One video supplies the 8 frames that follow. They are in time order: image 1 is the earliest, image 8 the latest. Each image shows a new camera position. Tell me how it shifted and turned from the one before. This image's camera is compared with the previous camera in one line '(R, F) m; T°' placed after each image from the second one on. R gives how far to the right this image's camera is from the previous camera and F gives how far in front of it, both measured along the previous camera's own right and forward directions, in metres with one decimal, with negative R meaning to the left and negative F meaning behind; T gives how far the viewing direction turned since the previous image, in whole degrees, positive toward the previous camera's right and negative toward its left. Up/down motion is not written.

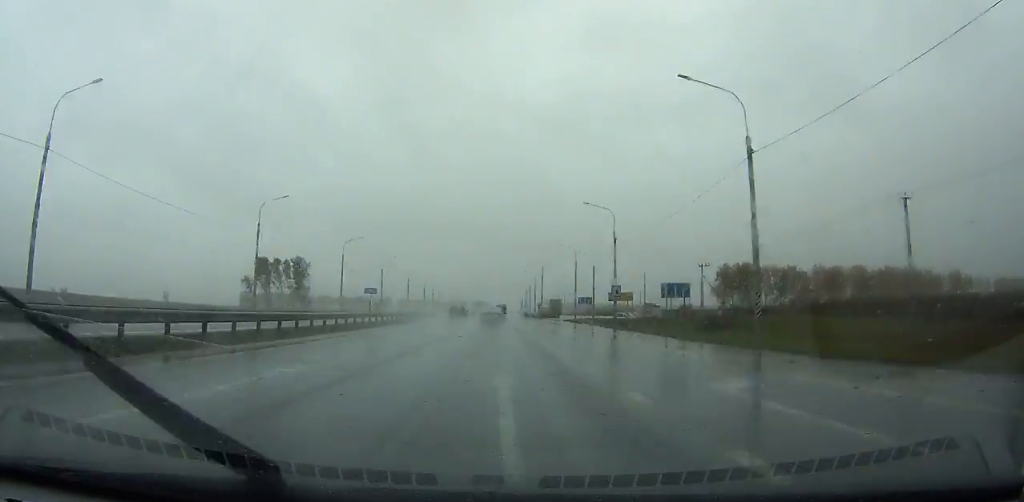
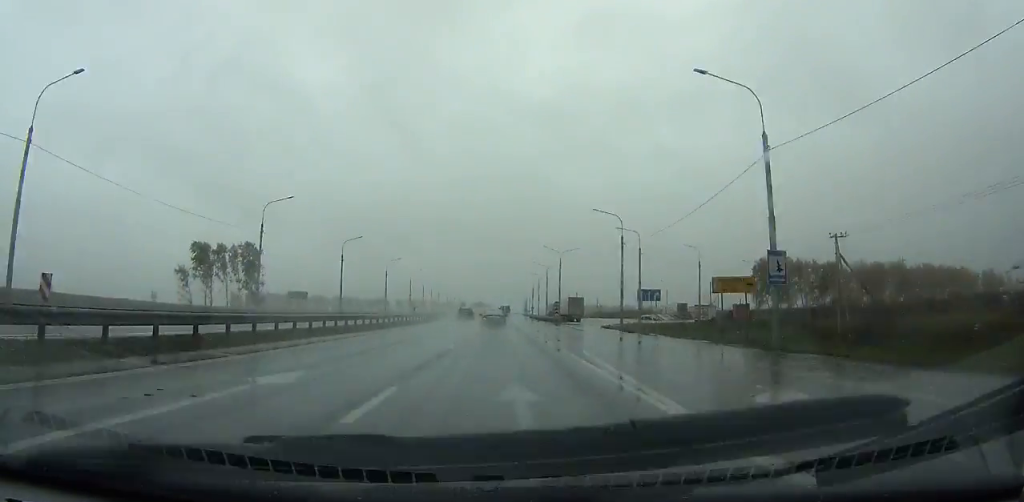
(-0.1, +32.4) m; 0°
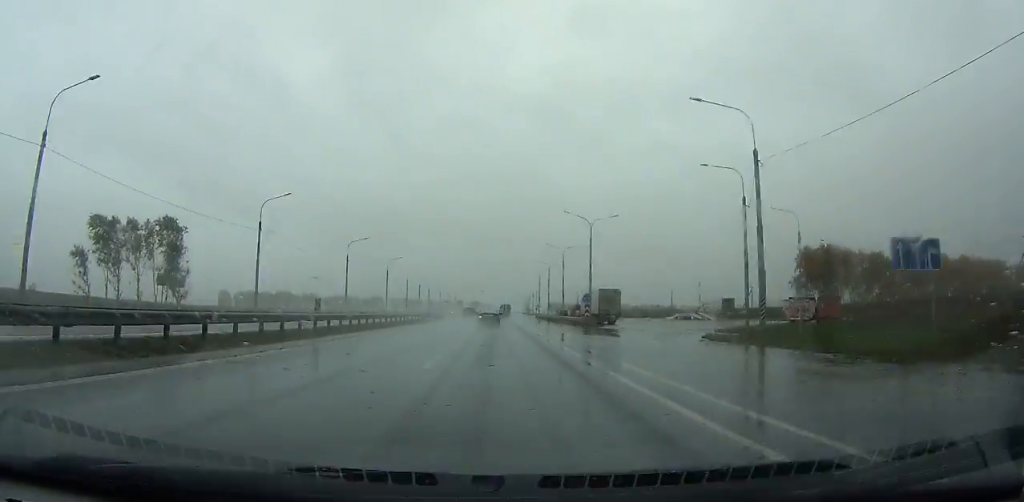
(0.0, +29.6) m; 0°
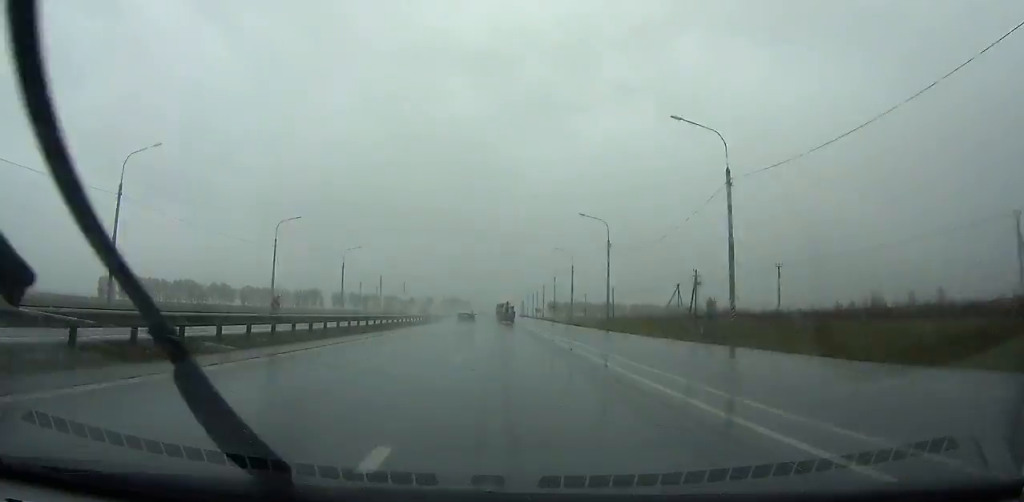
(+2.1, +199.8) m; +1°
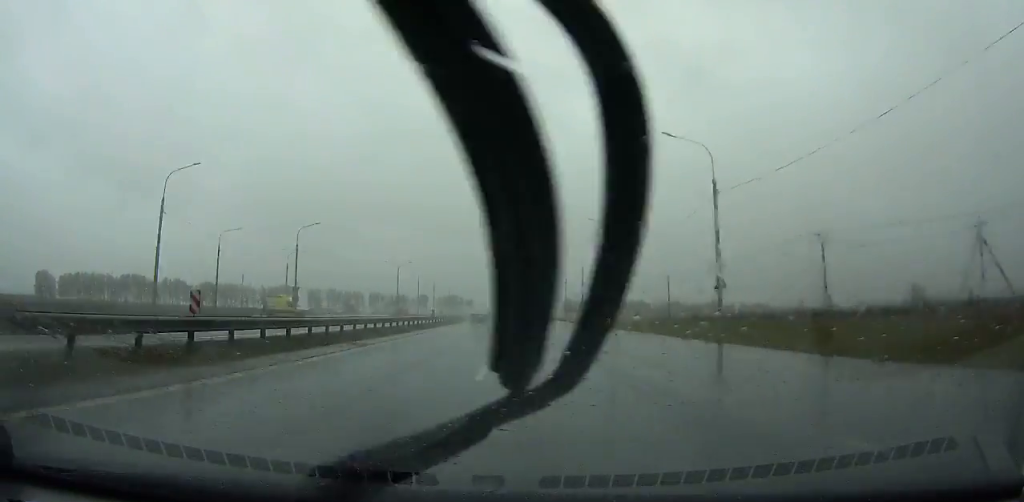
(+0.3, +83.9) m; 0°
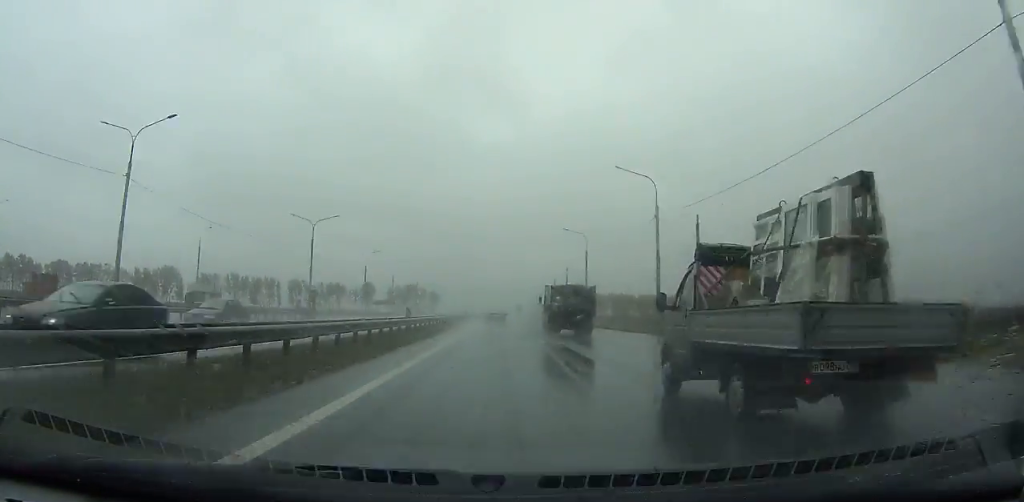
(+1.5, +139.0) m; +2°
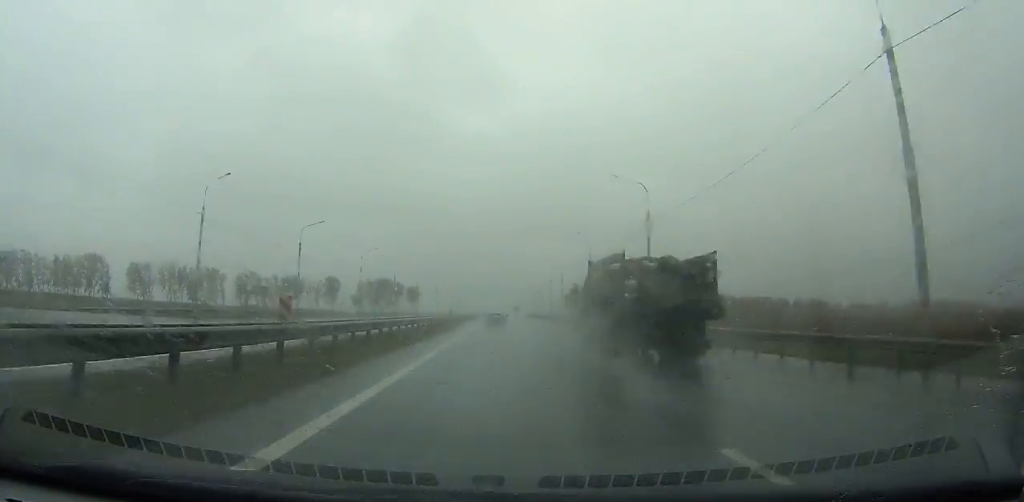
(+0.4, +55.4) m; +1°
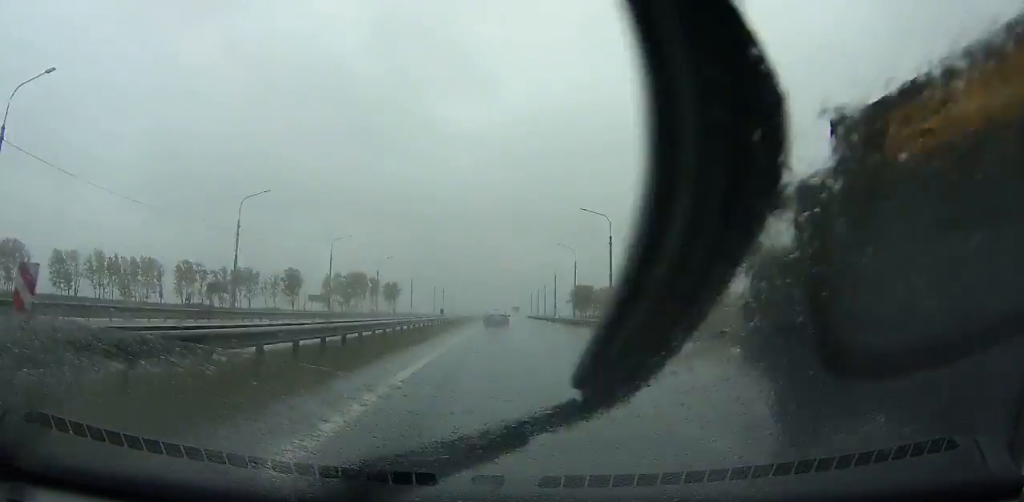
(+0.1, +47.4) m; +1°
